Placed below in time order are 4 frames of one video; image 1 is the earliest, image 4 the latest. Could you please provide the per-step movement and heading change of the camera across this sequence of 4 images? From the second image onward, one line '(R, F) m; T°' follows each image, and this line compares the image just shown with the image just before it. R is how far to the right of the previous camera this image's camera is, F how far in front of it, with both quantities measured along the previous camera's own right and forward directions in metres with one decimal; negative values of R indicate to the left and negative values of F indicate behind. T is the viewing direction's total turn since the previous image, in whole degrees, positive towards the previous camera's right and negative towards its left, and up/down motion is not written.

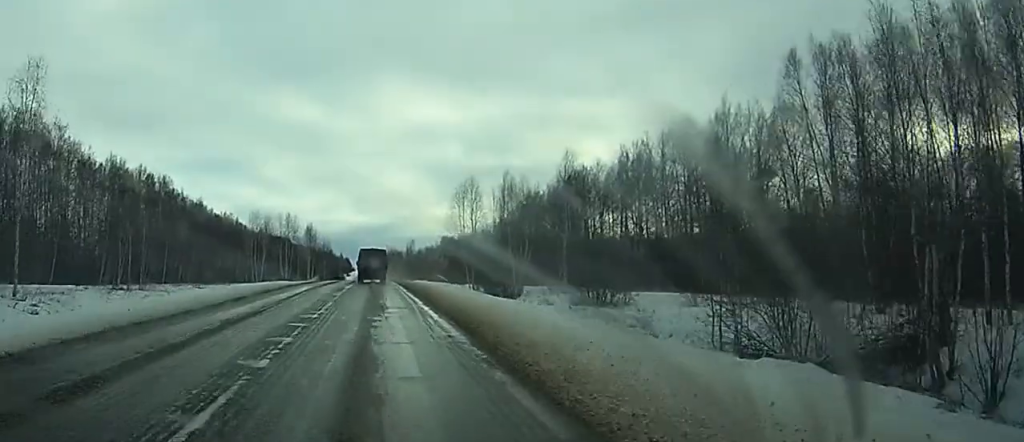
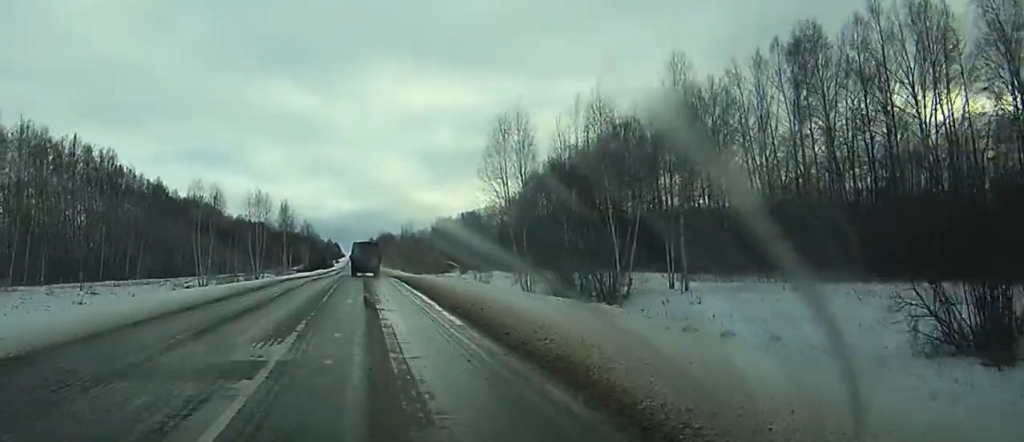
(0.0, +39.6) m; 0°
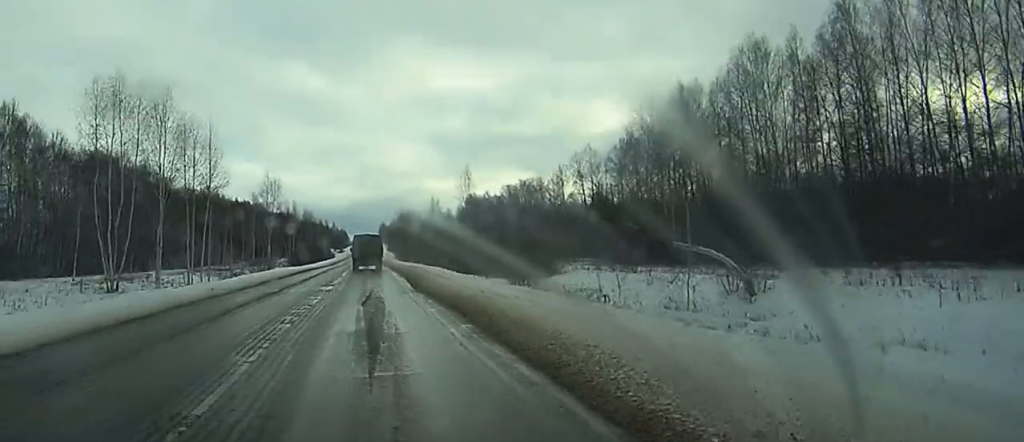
(-0.5, +101.8) m; 0°
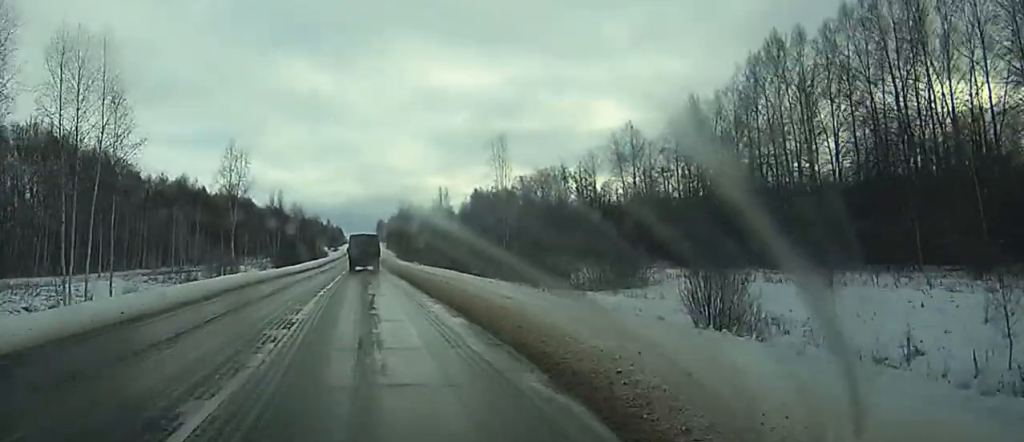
(-0.1, +30.0) m; 0°
